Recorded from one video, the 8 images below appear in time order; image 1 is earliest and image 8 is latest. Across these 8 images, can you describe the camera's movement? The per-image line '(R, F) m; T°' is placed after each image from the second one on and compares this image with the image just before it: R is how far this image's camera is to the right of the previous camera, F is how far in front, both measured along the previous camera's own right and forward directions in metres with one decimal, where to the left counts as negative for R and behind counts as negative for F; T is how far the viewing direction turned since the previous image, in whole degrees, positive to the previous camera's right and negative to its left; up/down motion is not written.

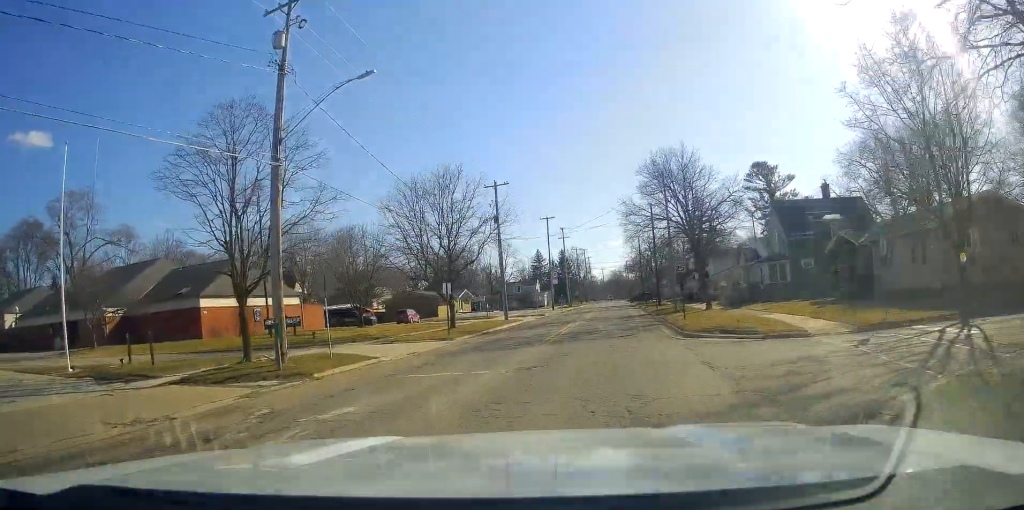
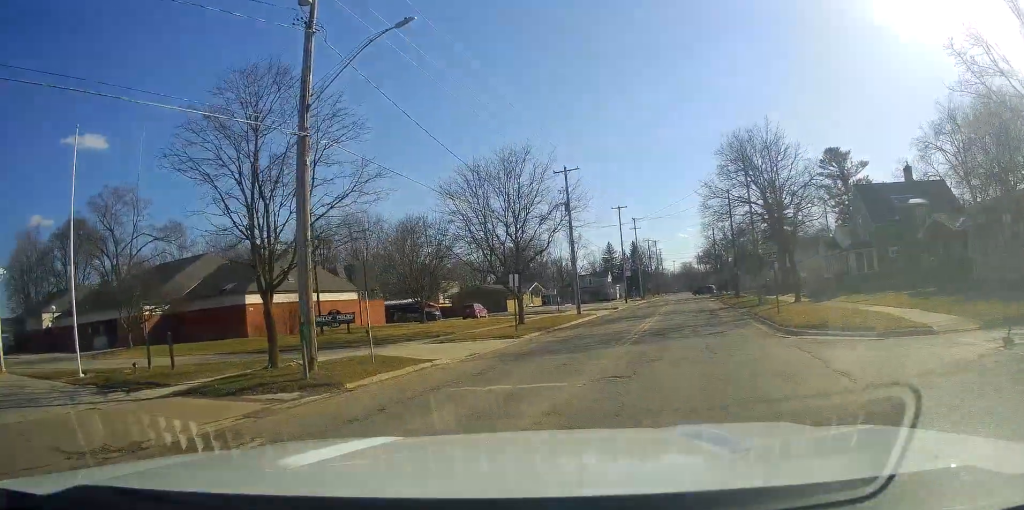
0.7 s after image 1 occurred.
(+0.5, +3.8) m; 0°
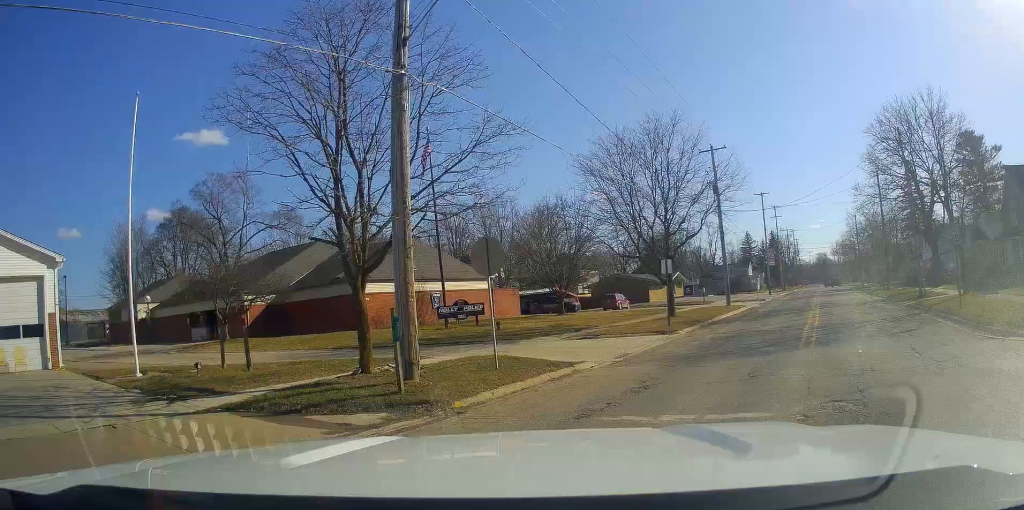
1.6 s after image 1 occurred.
(-0.3, +4.8) m; -5°
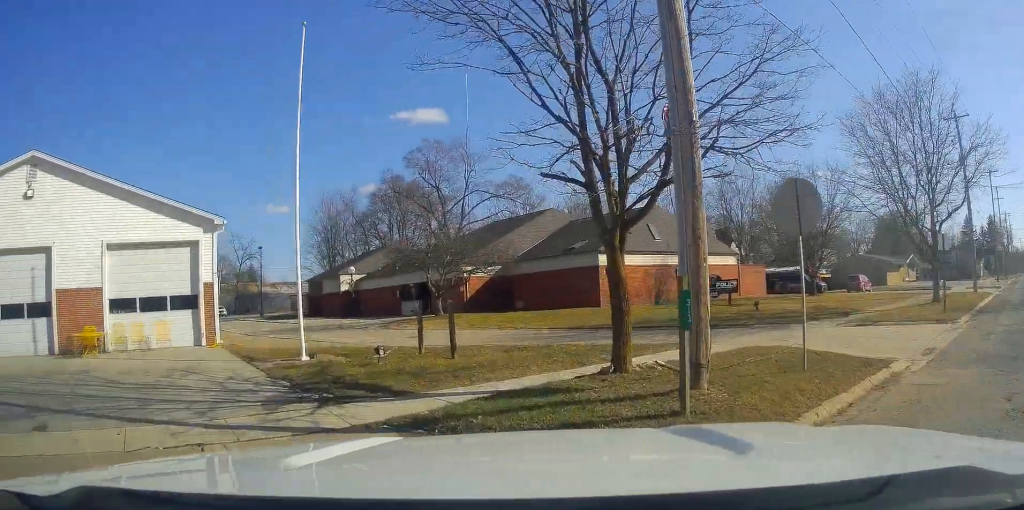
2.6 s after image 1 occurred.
(-0.3, +5.0) m; -13°
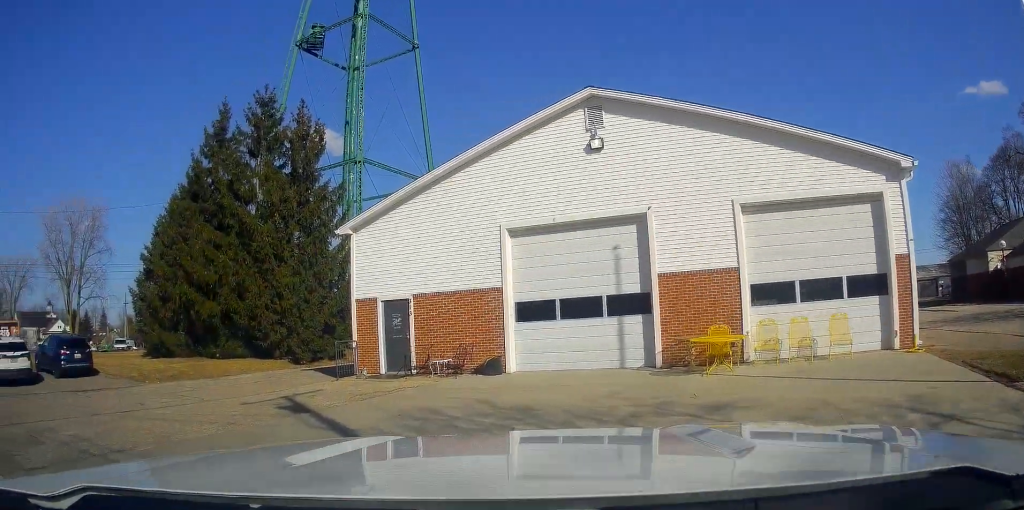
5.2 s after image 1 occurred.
(-4.6, +7.8) m; -72°
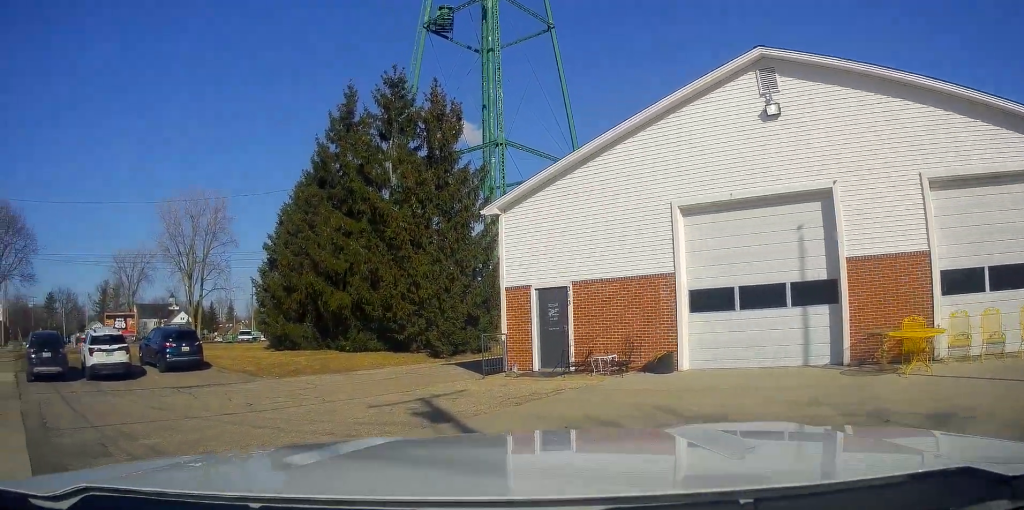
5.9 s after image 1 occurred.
(-0.4, +2.3) m; -21°
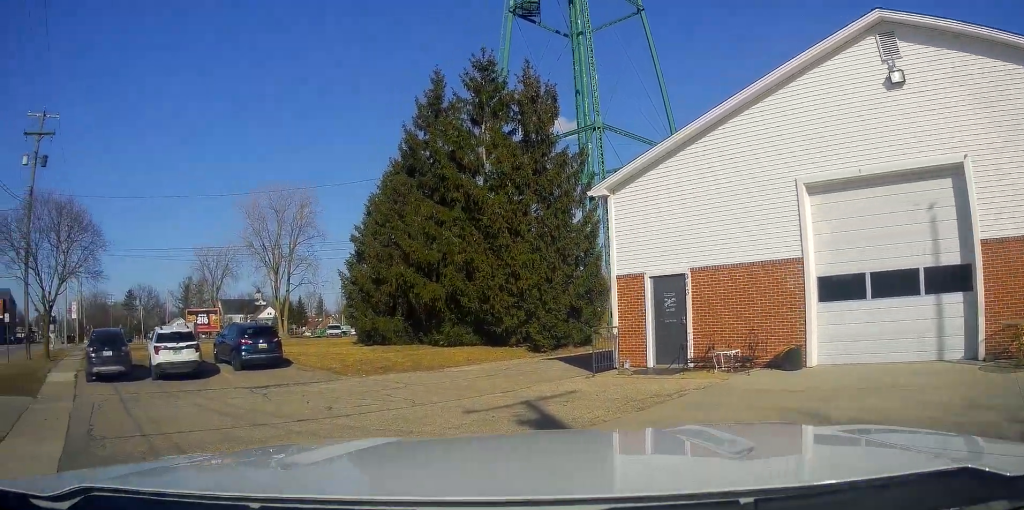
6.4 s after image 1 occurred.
(-0.3, +1.6) m; -9°
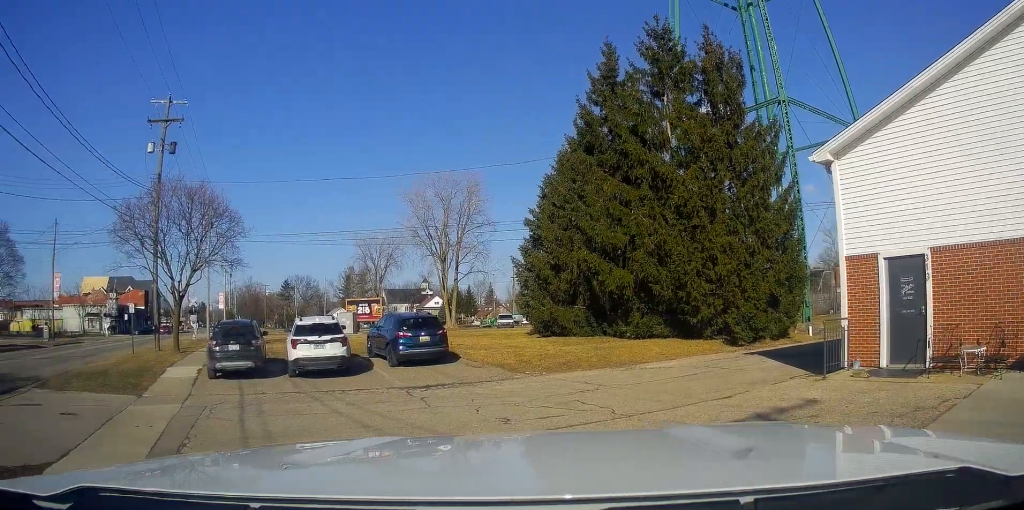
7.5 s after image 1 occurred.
(-0.5, +3.1) m; -16°
